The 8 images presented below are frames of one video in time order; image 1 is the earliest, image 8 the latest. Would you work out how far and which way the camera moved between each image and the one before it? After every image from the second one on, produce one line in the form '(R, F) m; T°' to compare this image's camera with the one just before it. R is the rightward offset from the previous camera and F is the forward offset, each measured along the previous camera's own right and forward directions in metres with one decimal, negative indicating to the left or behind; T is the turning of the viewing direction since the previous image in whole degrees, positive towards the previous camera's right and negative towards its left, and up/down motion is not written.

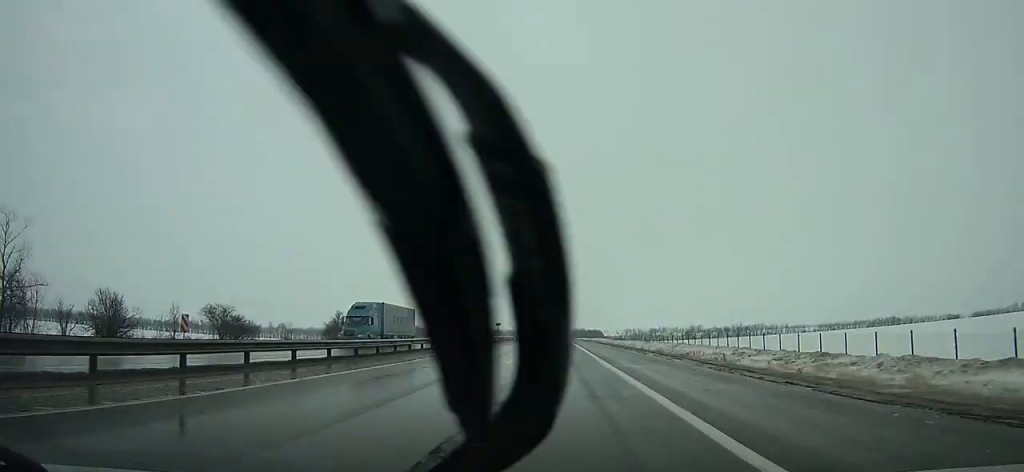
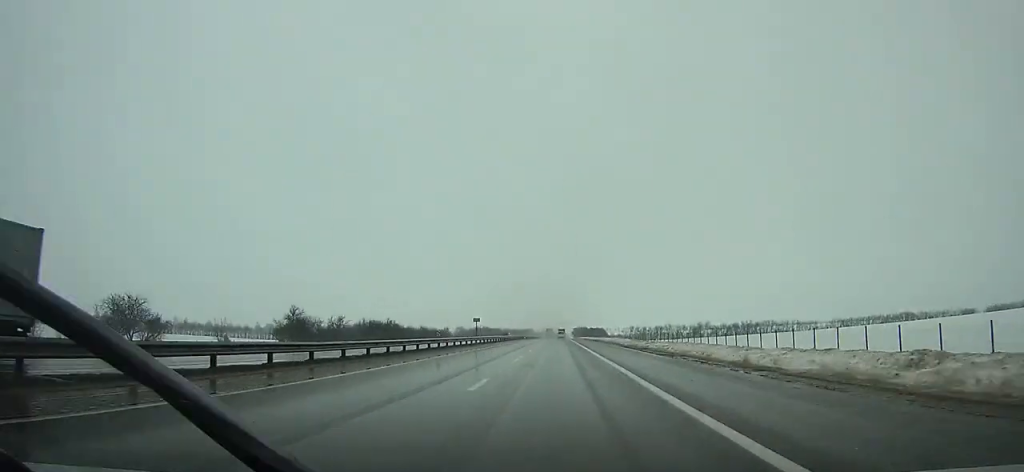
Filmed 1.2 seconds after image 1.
(+0.1, +23.1) m; 0°
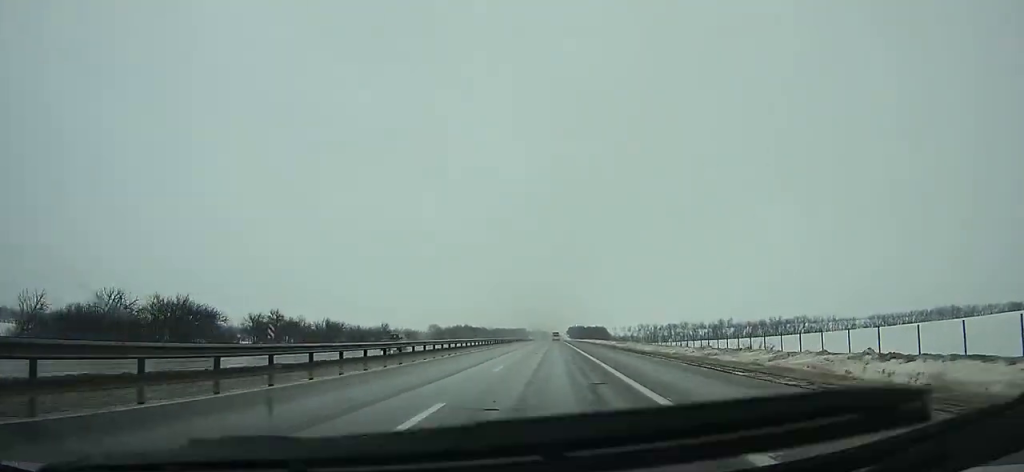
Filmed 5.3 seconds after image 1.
(0.0, +79.6) m; 0°
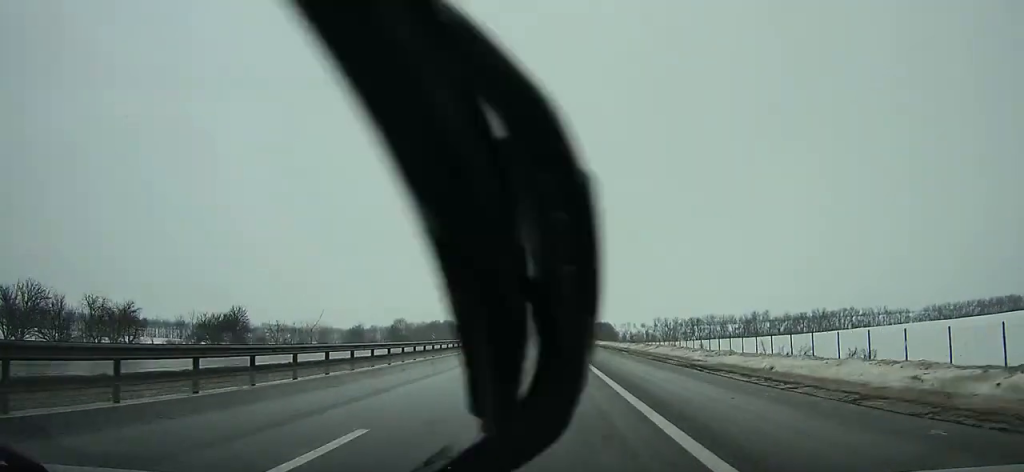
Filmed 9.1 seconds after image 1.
(+0.5, +76.0) m; 0°
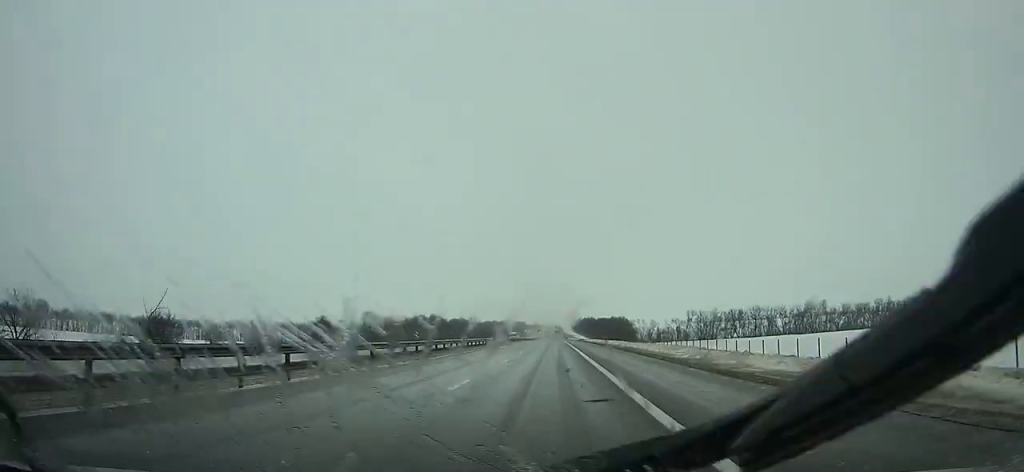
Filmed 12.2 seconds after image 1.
(-0.2, +64.2) m; 0°
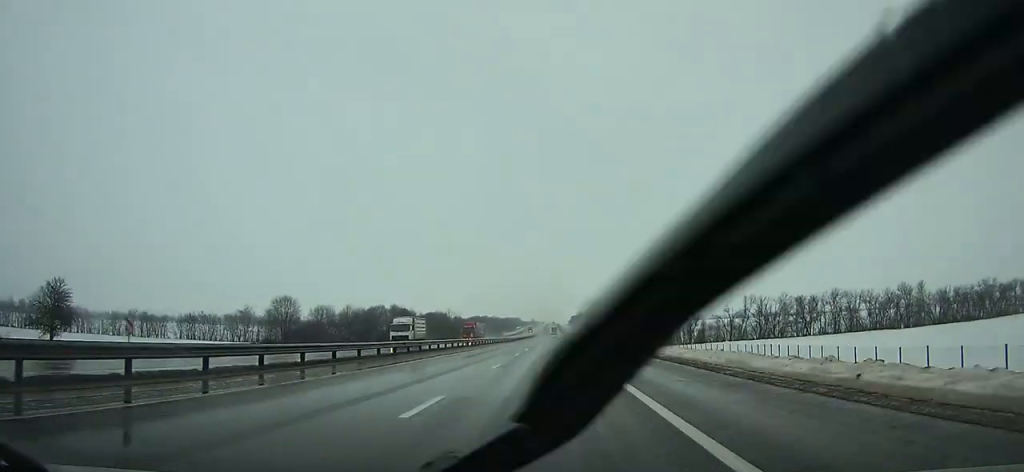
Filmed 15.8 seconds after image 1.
(-0.1, +77.3) m; 0°
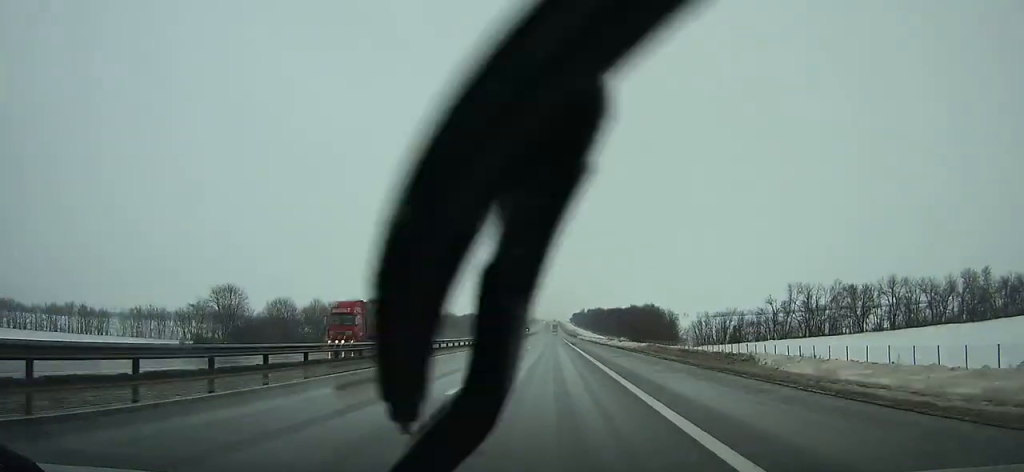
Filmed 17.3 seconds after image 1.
(-0.1, +33.1) m; 0°
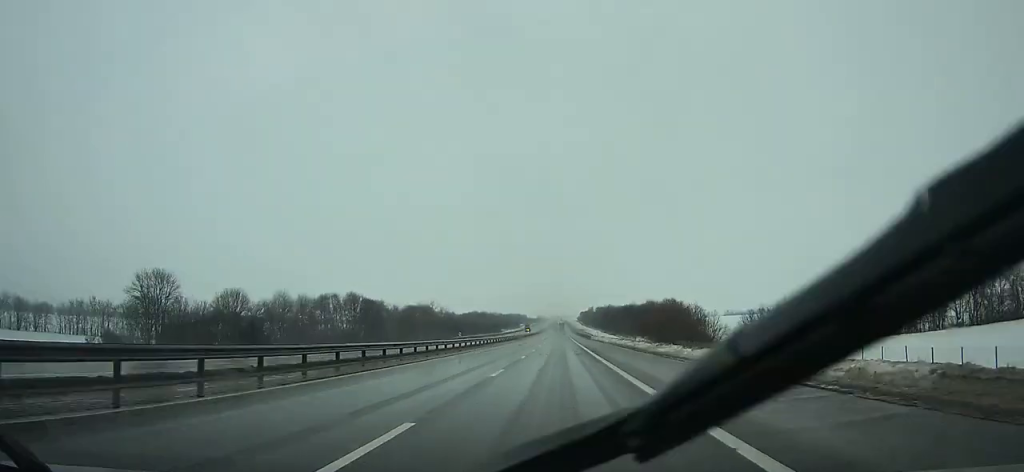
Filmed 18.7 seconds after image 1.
(0.0, +31.4) m; 0°
